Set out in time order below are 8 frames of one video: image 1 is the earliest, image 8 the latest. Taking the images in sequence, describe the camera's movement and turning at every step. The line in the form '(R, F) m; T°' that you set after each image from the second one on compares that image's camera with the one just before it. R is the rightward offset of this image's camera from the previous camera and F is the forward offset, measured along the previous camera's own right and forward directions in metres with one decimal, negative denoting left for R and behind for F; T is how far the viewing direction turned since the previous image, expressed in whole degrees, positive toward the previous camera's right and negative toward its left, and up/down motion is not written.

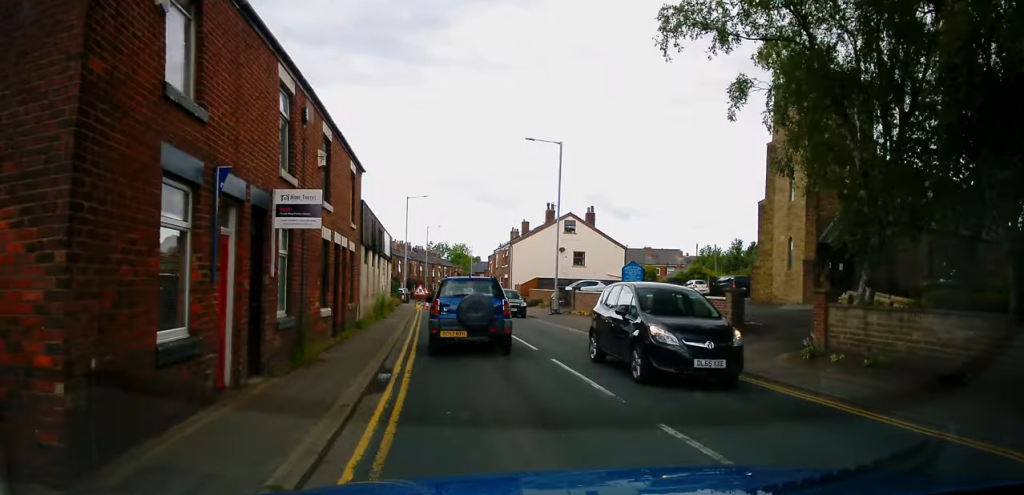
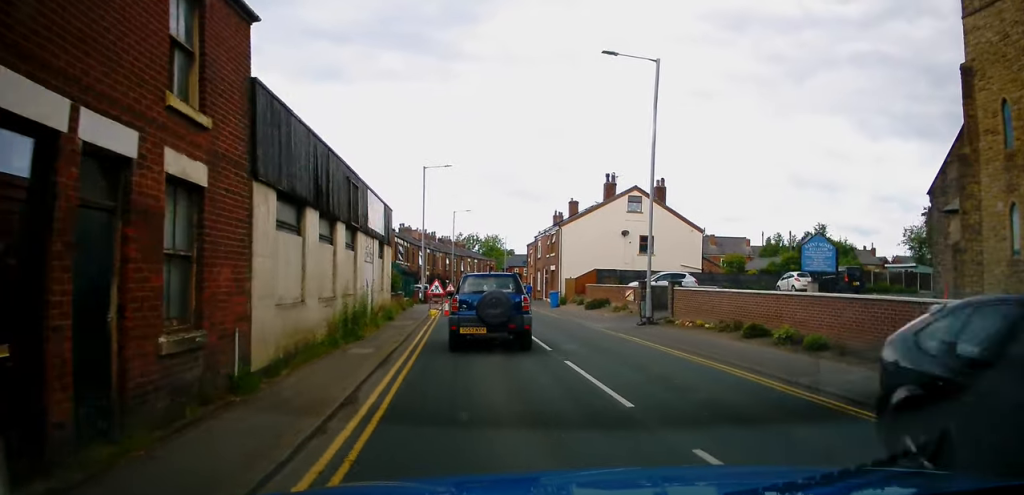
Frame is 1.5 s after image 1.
(-0.5, +12.5) m; -2°
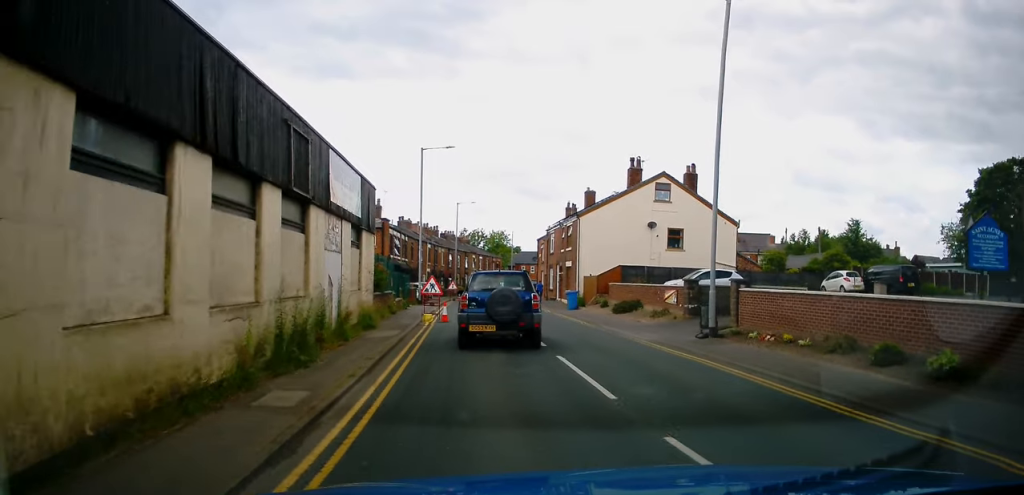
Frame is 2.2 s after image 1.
(0.0, +5.6) m; 0°
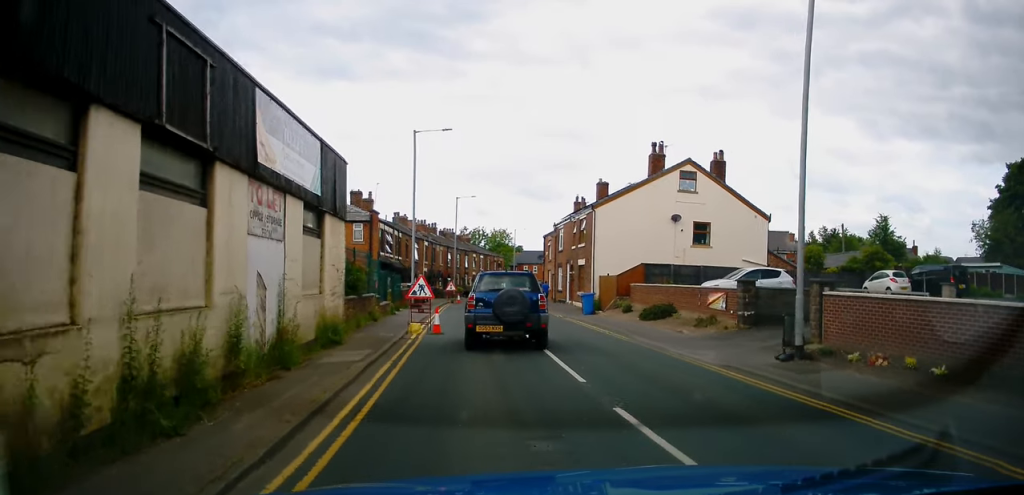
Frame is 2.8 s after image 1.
(+0.1, +4.5) m; +1°
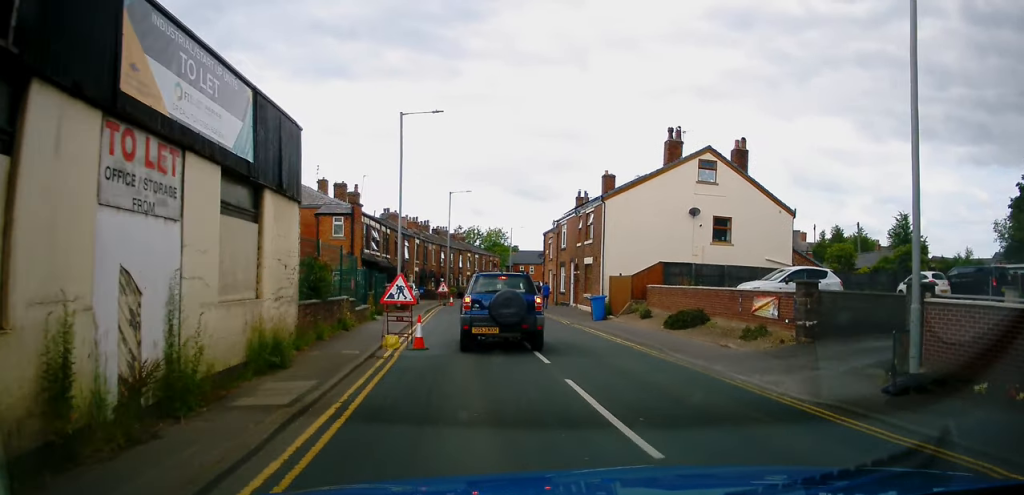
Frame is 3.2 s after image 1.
(0.0, +3.8) m; +1°
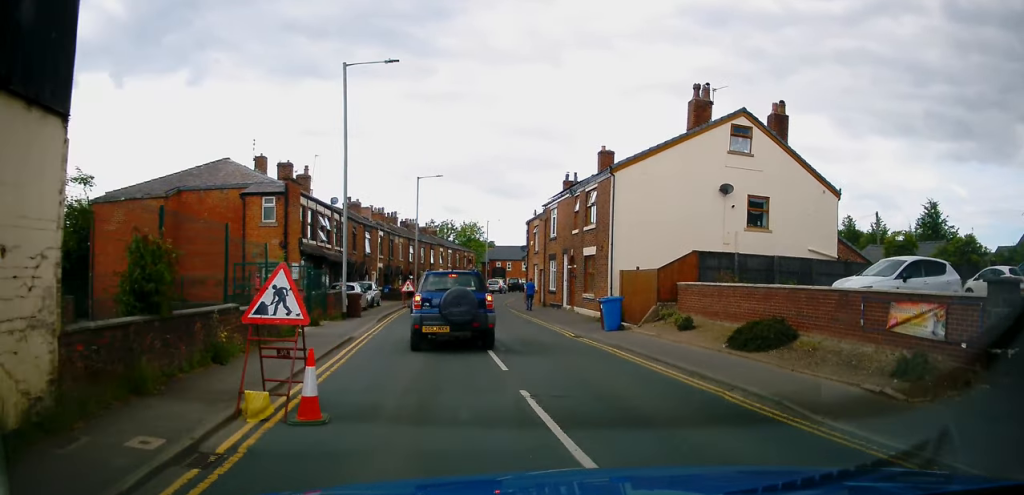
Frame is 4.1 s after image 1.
(0.0, +7.0) m; +1°
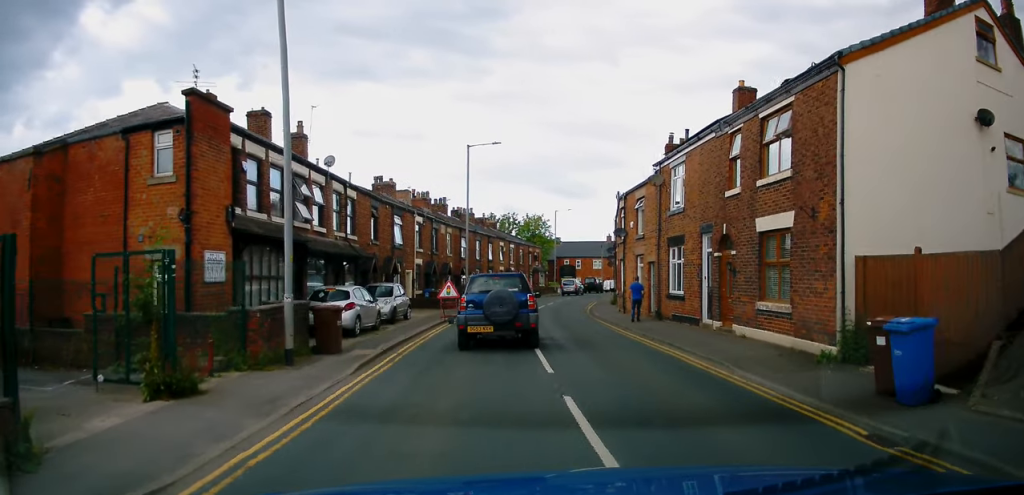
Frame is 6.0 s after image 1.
(-0.3, +12.4) m; -7°
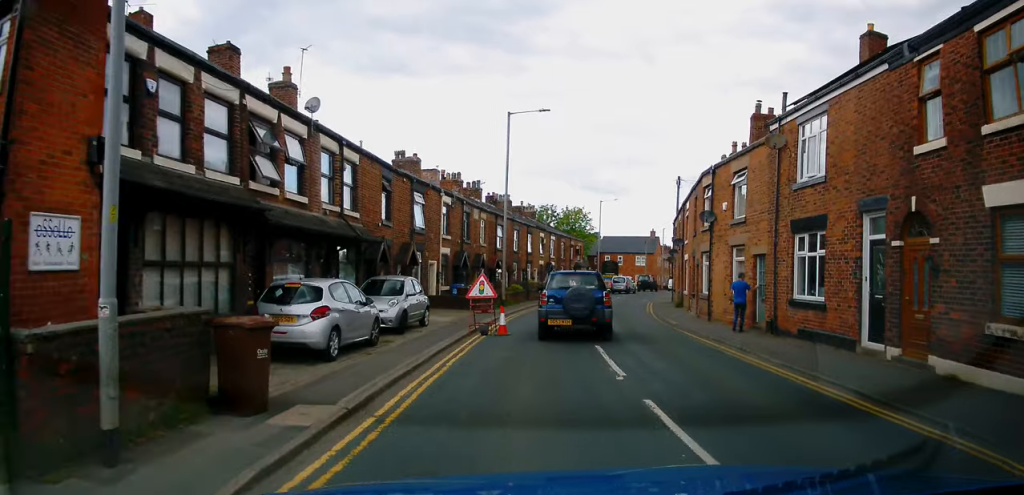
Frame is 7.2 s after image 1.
(-0.2, +6.7) m; +2°
